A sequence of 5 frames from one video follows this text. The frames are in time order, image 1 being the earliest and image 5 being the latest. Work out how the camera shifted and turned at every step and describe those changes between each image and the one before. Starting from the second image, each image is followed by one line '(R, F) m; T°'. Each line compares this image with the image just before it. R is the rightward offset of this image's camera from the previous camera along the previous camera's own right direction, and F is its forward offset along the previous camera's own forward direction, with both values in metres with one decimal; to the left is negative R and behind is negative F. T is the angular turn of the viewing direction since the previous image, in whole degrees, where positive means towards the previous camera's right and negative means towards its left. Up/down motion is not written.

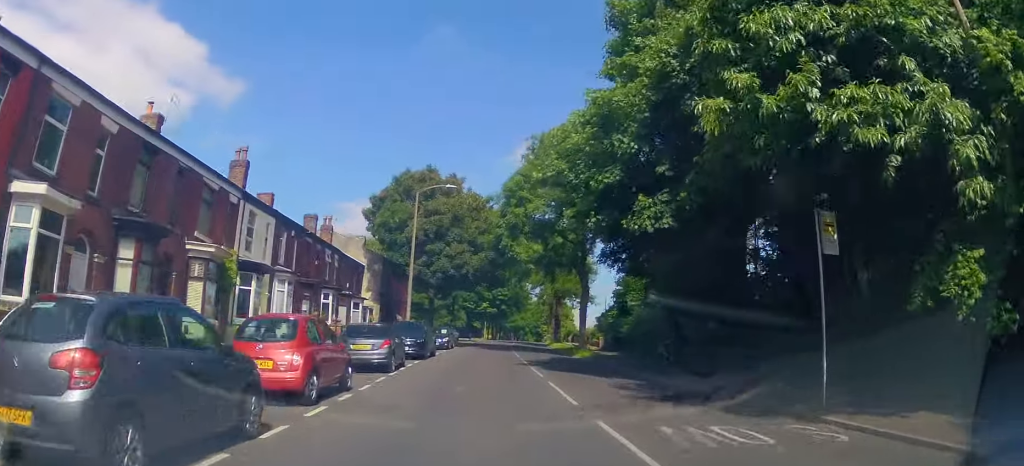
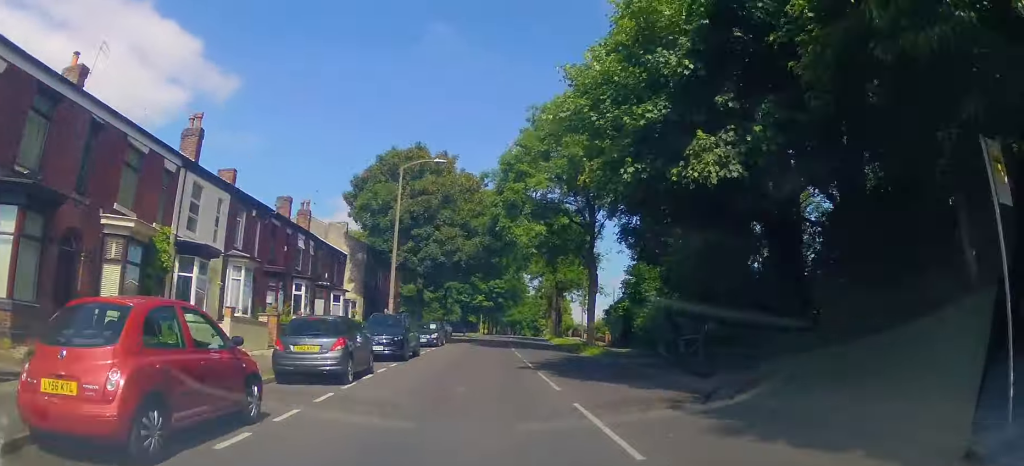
(-0.1, +4.7) m; 0°
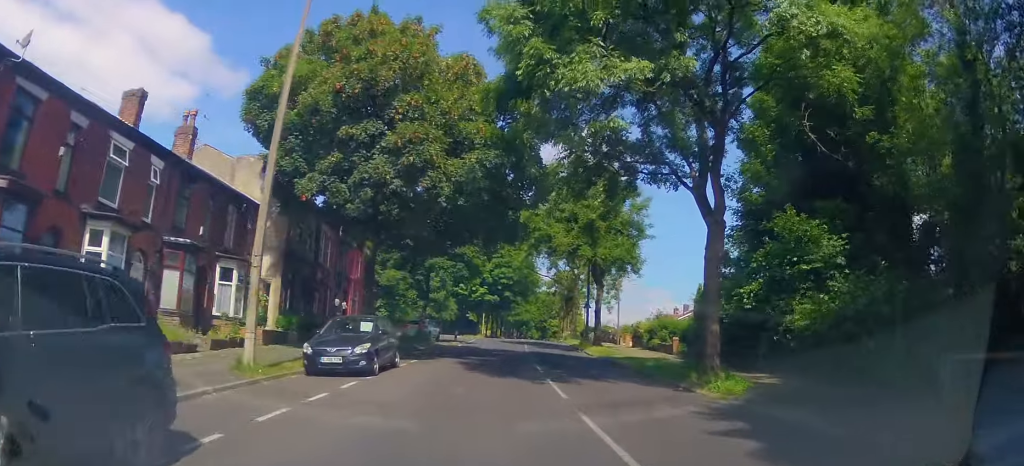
(+0.2, +18.9) m; +1°
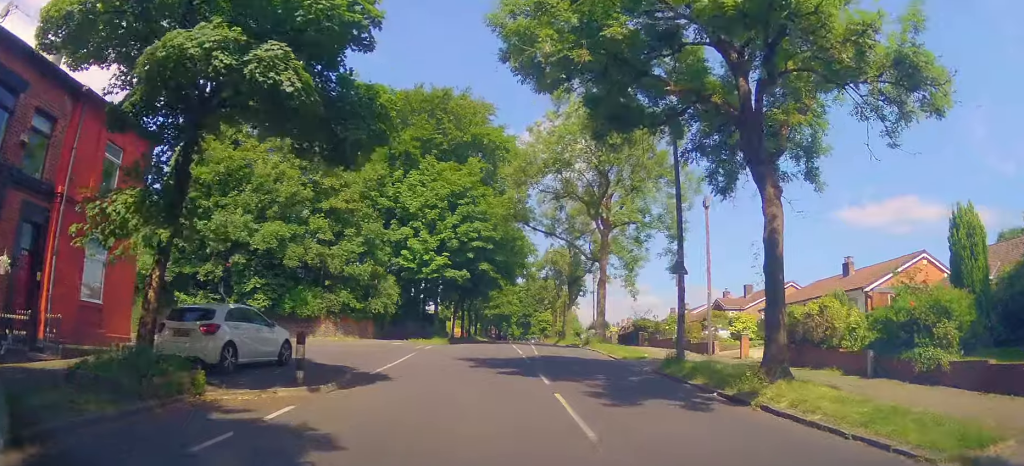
(-0.4, +27.0) m; -1°
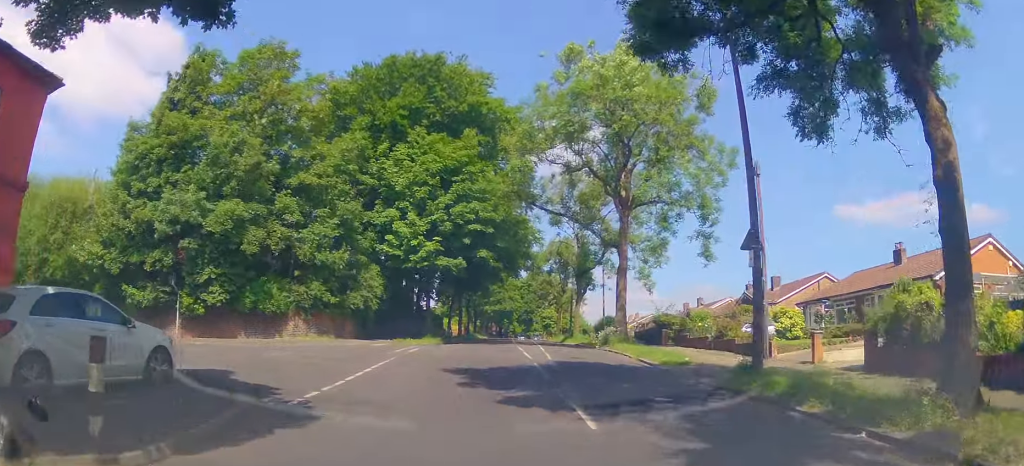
(+0.5, +5.6) m; 0°
